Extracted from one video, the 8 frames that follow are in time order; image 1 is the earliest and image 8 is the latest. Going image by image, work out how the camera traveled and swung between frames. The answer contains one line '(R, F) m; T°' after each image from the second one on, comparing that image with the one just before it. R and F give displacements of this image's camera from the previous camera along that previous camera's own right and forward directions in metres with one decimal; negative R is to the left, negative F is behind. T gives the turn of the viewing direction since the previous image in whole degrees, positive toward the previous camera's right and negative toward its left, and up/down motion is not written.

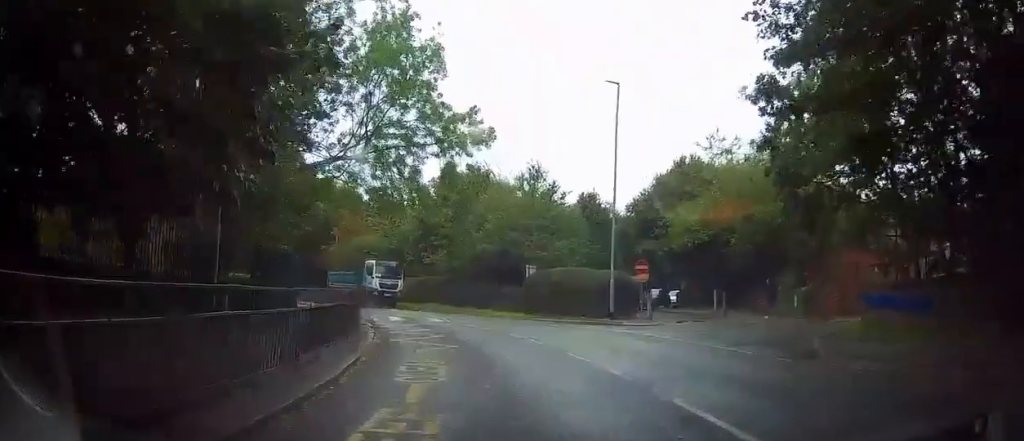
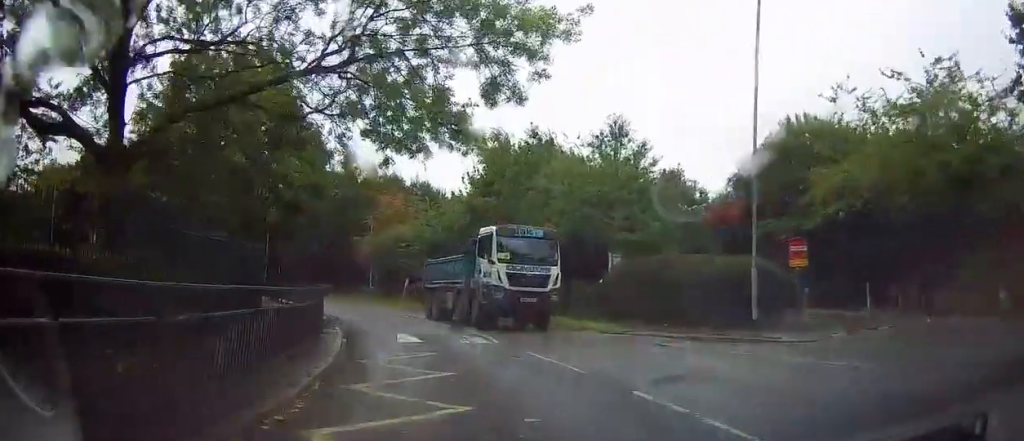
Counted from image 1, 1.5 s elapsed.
(-0.4, +11.2) m; -2°
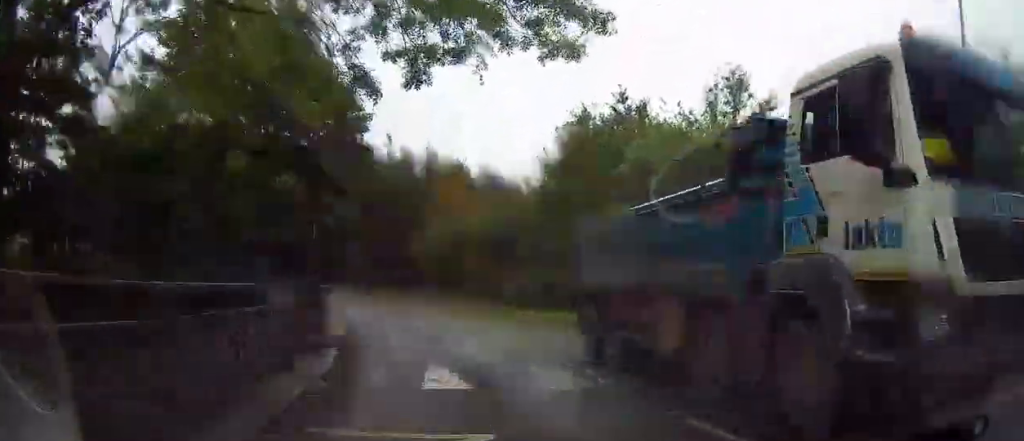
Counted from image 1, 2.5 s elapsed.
(-0.2, +7.3) m; -7°
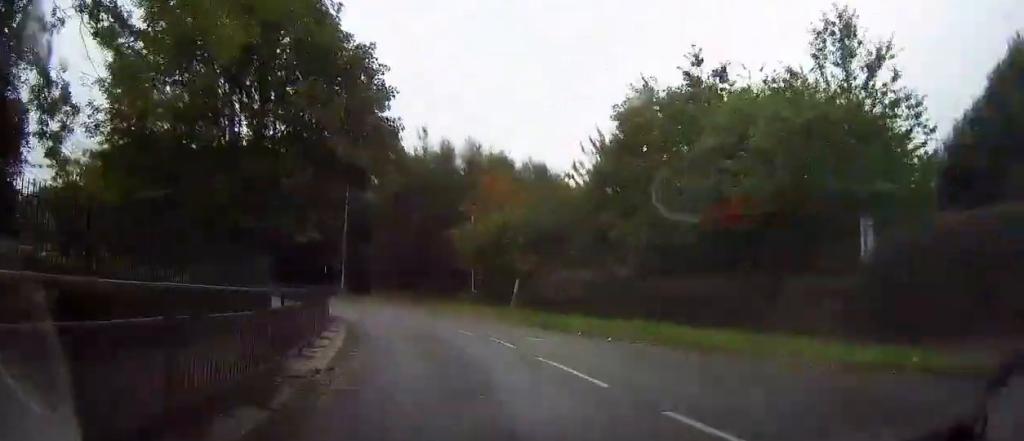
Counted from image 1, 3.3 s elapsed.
(-0.4, +5.5) m; -6°
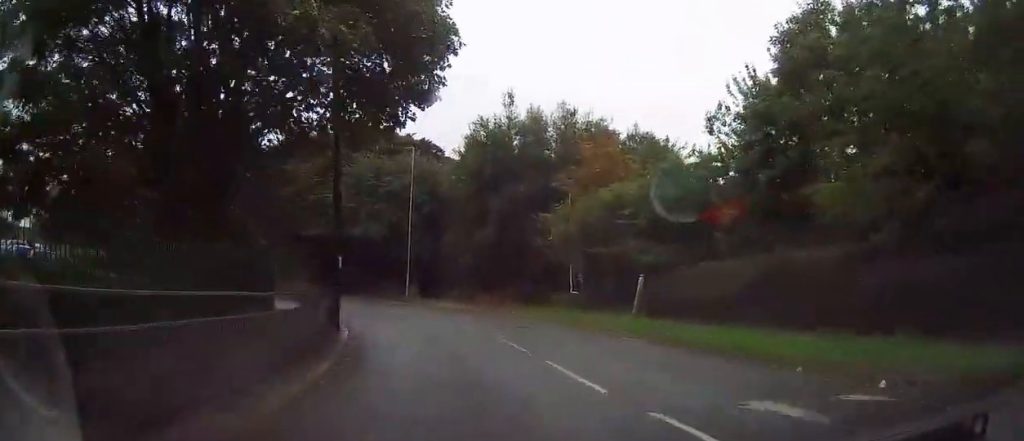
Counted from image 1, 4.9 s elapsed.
(-0.1, +10.7) m; -1°
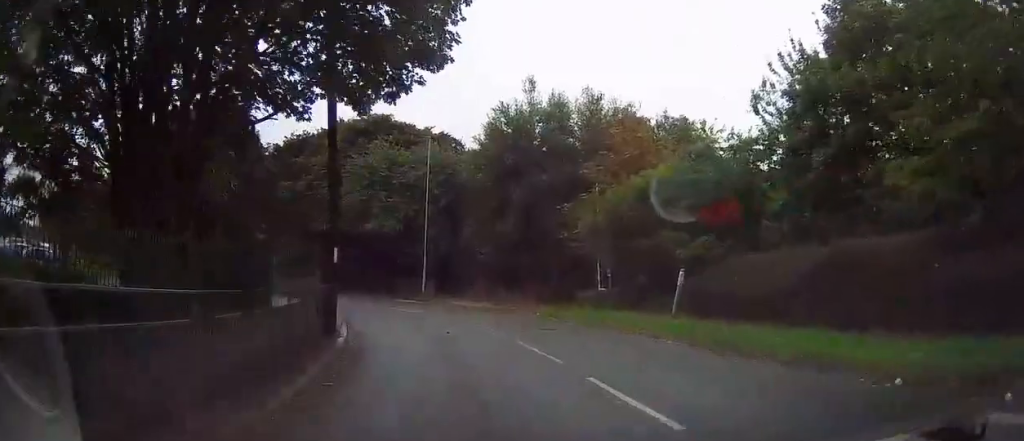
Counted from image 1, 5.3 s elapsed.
(-0.1, +2.6) m; -4°
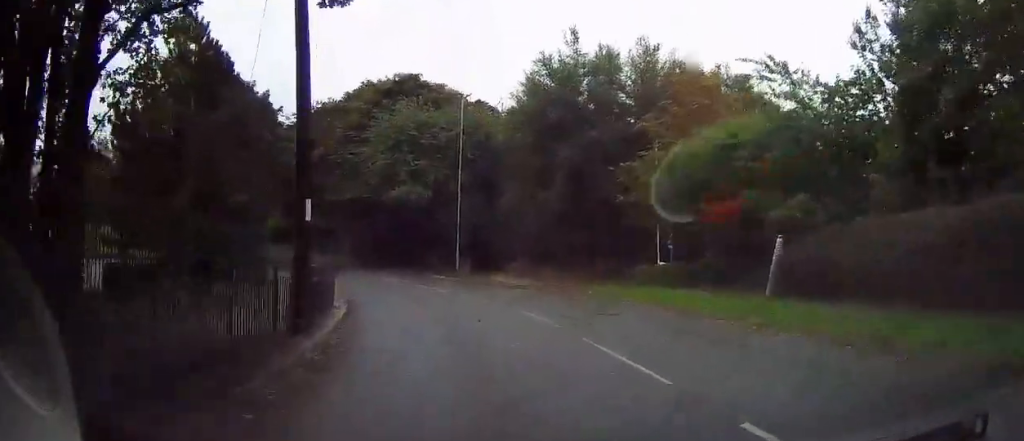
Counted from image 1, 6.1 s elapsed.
(-0.1, +4.7) m; -8°
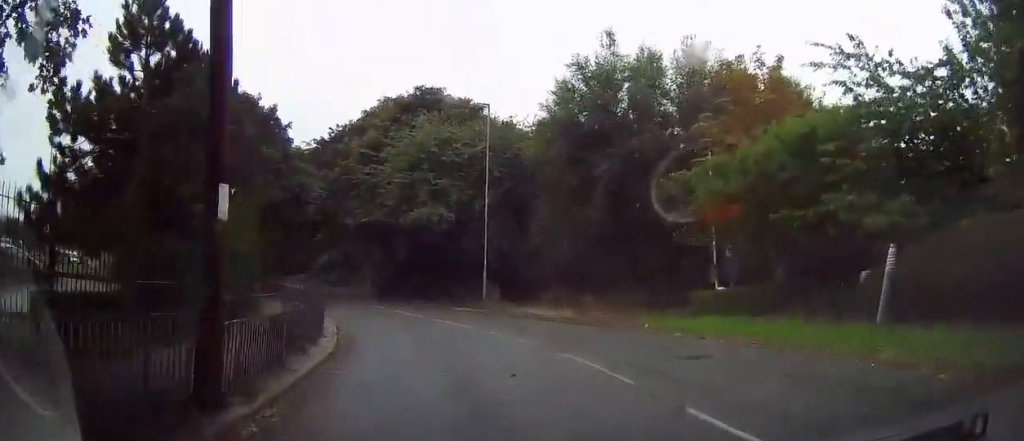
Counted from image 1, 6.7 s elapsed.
(-0.5, +4.0) m; -3°
